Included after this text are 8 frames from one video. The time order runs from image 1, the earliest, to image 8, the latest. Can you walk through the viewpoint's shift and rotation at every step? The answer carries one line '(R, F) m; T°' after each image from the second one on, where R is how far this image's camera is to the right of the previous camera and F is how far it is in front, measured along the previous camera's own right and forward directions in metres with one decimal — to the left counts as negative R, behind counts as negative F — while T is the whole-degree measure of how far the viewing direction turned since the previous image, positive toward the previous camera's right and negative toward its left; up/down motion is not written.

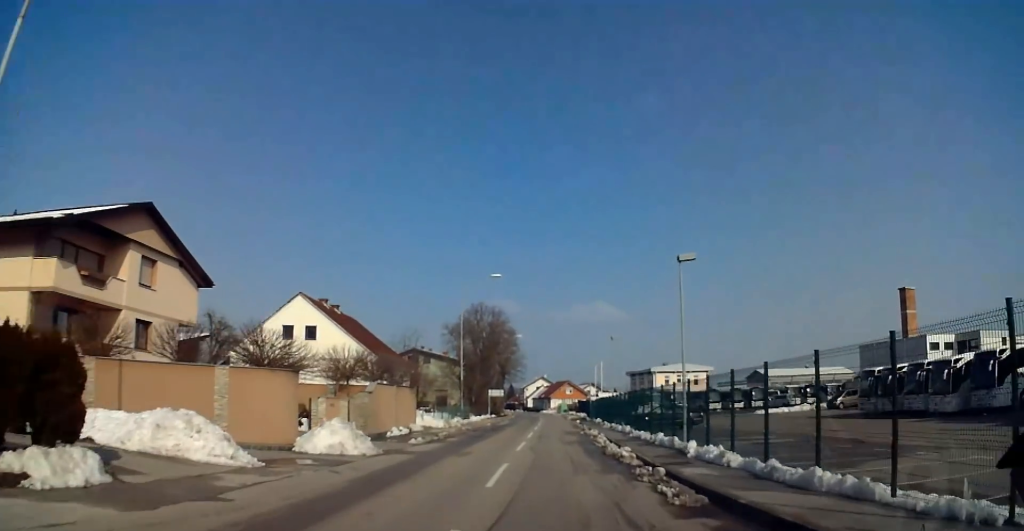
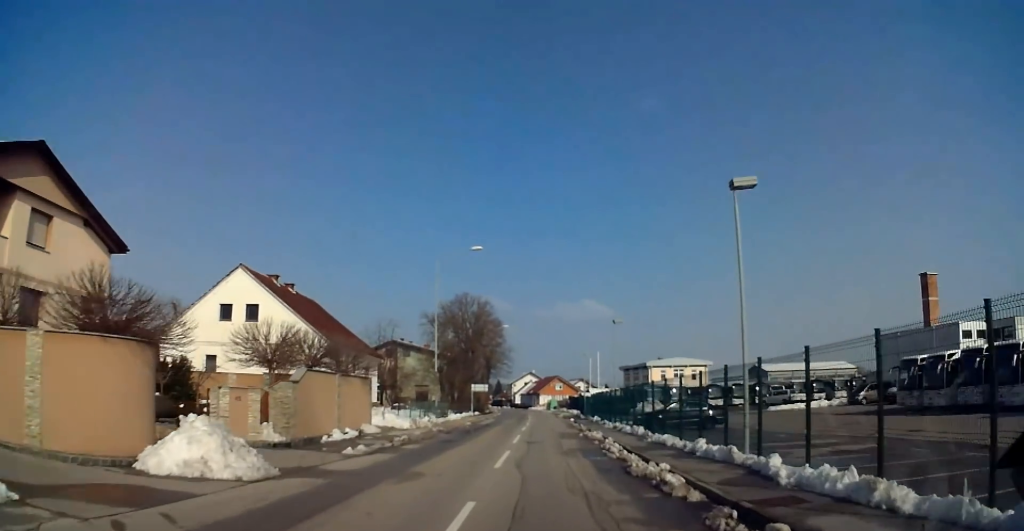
(+0.1, +7.5) m; +1°
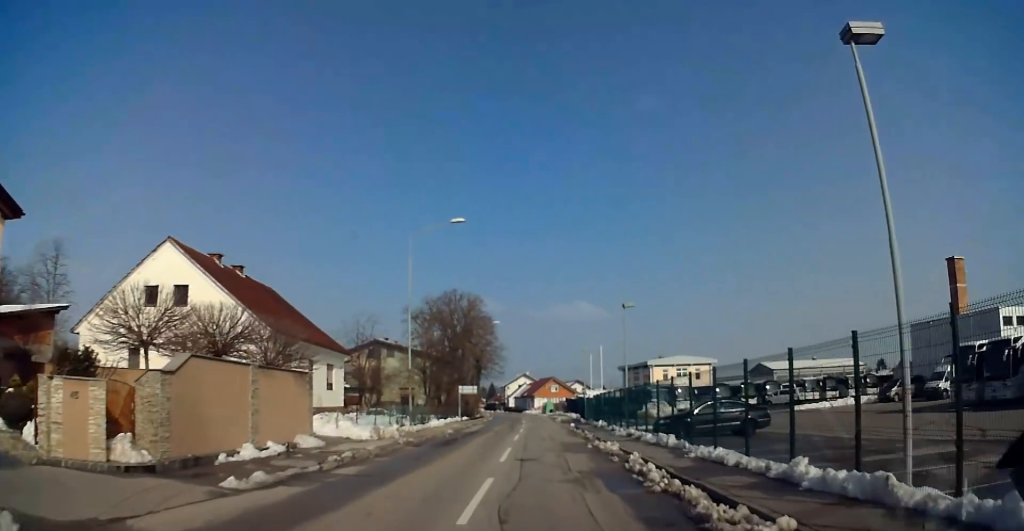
(+0.1, +7.1) m; 0°
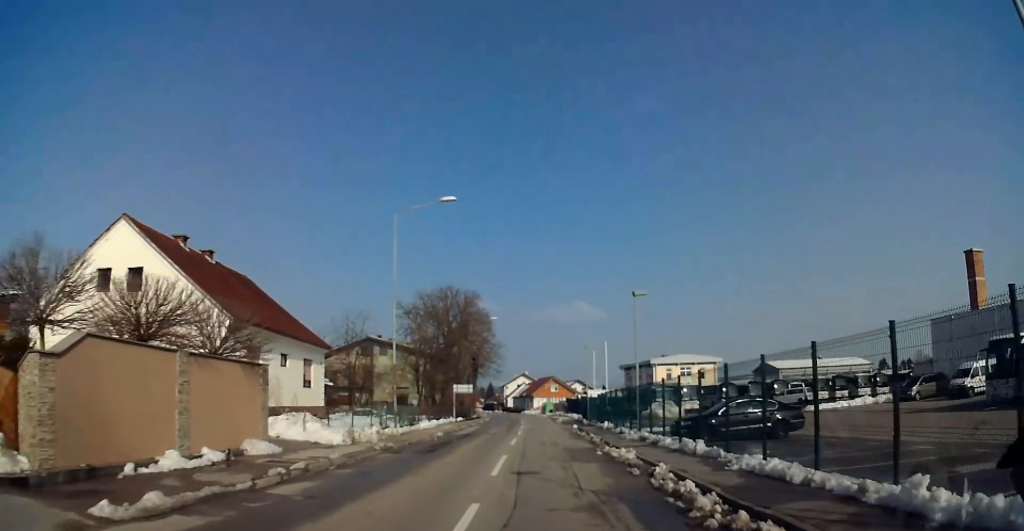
(-0.1, +3.7) m; 0°
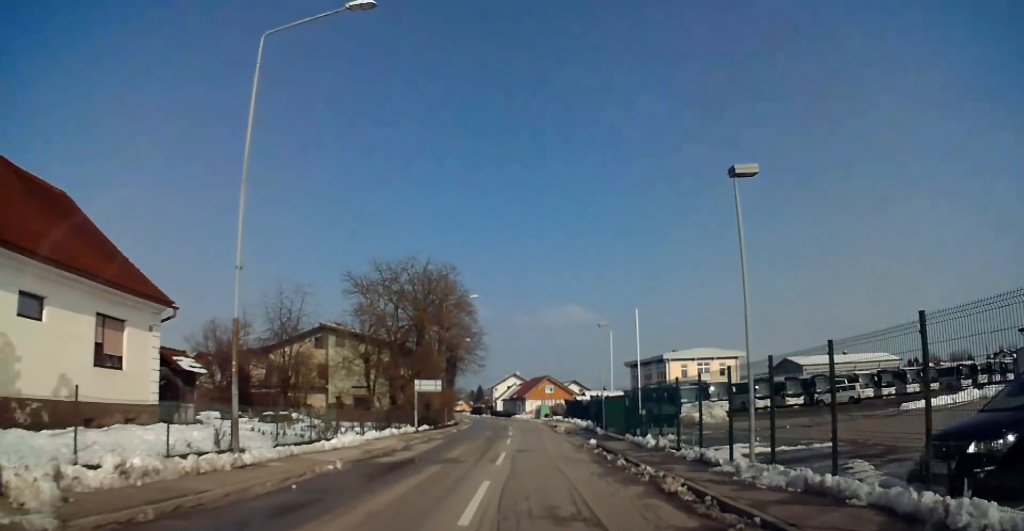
(0.0, +16.5) m; 0°
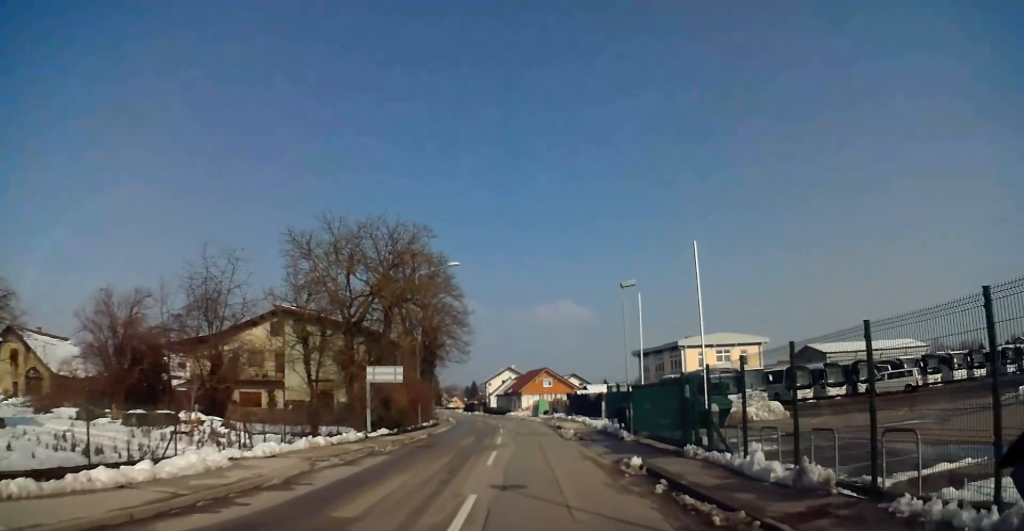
(+0.2, +11.8) m; 0°
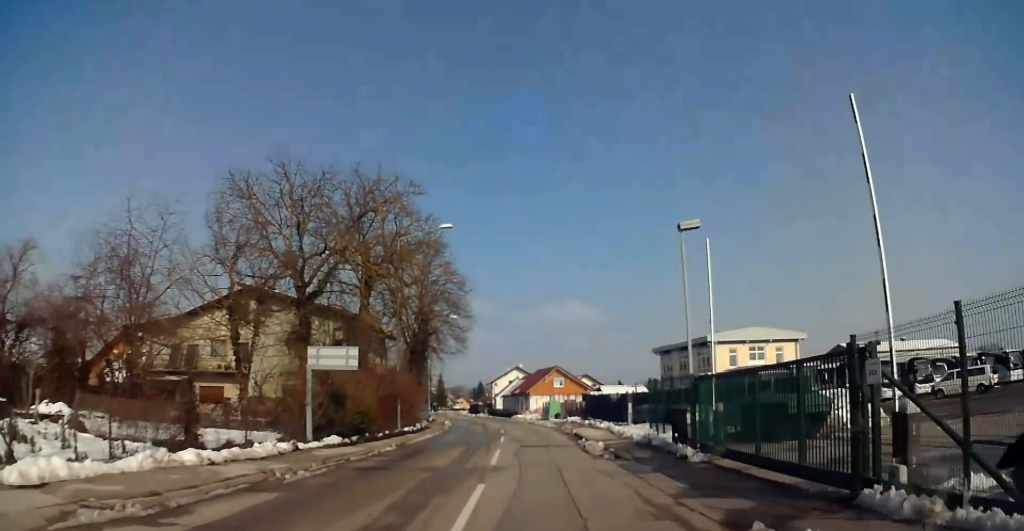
(-0.3, +9.6) m; 0°
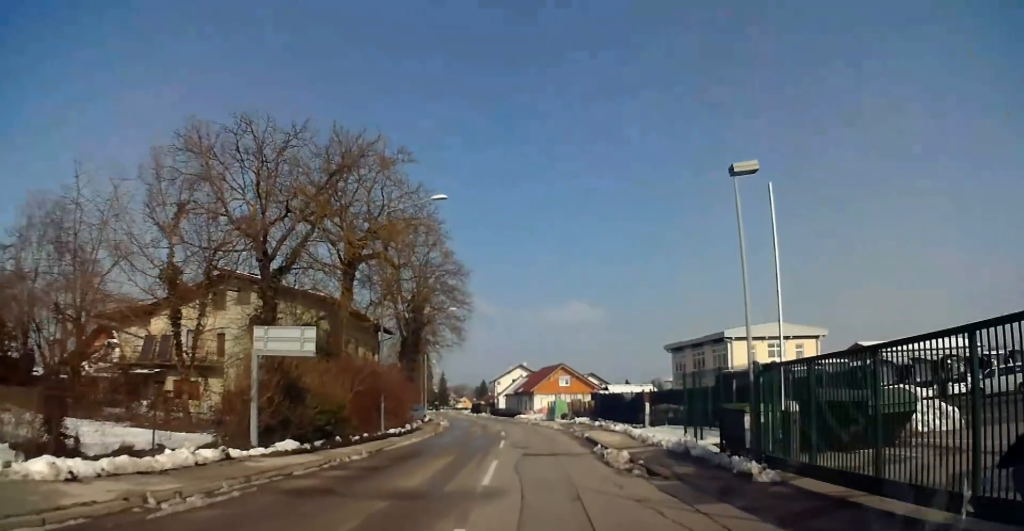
(+0.2, +4.7) m; 0°
